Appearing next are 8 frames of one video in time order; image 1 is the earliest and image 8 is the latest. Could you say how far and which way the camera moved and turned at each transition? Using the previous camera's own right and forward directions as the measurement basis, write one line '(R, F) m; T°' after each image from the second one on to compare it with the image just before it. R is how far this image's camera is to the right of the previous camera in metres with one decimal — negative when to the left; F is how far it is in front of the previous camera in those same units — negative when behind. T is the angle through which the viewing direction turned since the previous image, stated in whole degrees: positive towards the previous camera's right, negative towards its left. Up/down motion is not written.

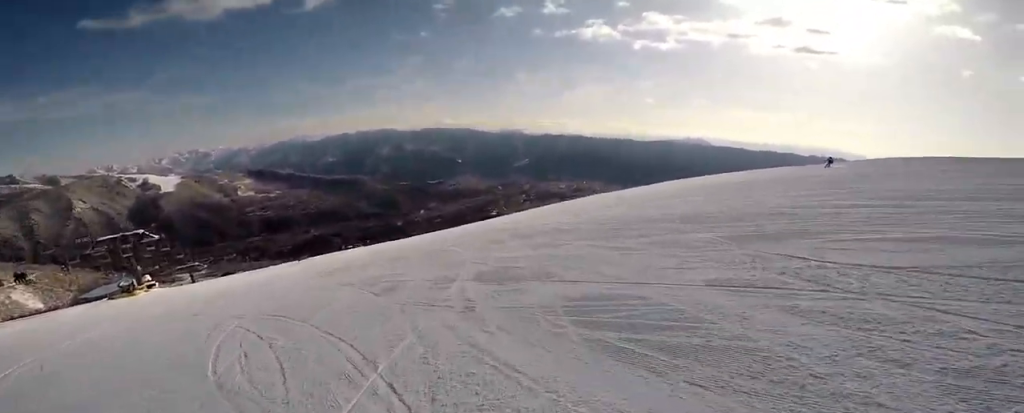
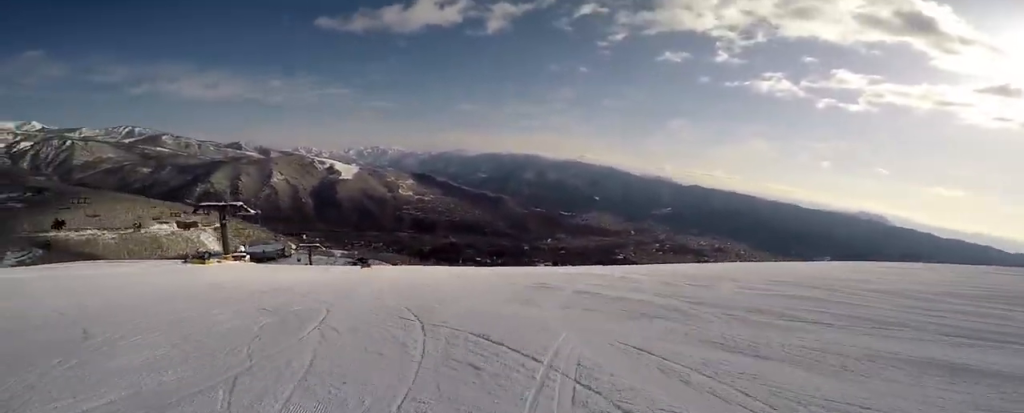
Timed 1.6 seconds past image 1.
(+1.7, +13.6) m; -17°
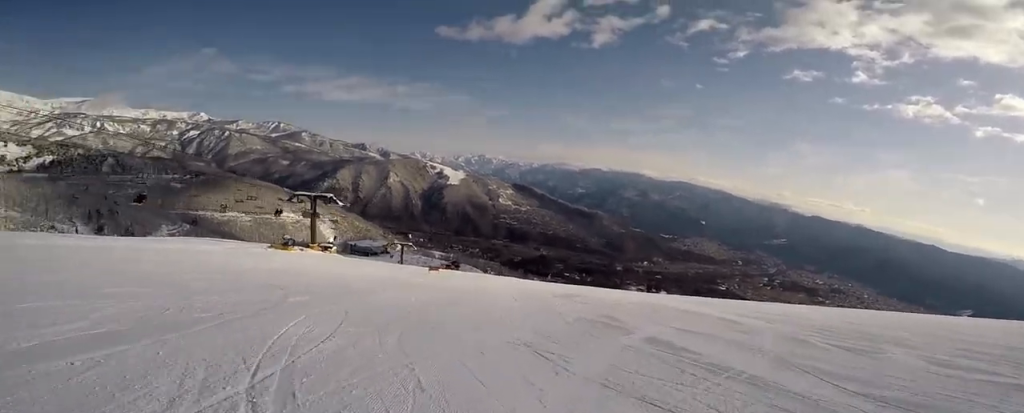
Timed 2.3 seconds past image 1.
(-2.2, +4.7) m; -17°
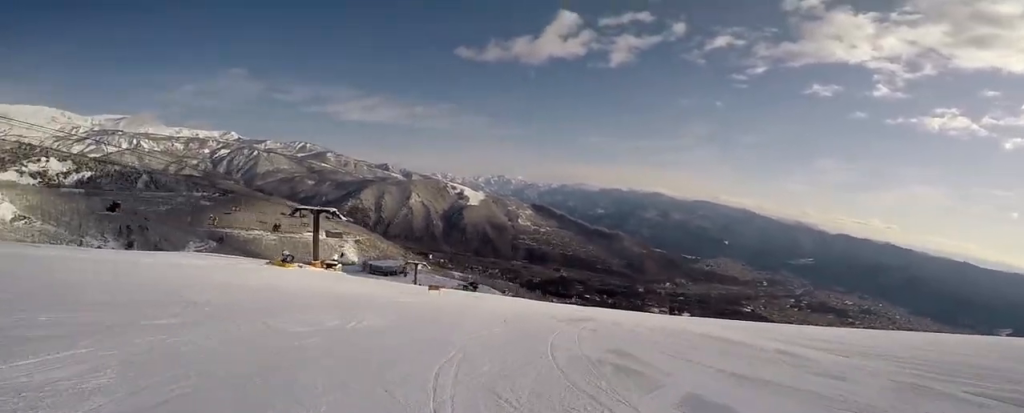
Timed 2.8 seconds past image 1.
(-0.6, +3.8) m; -12°
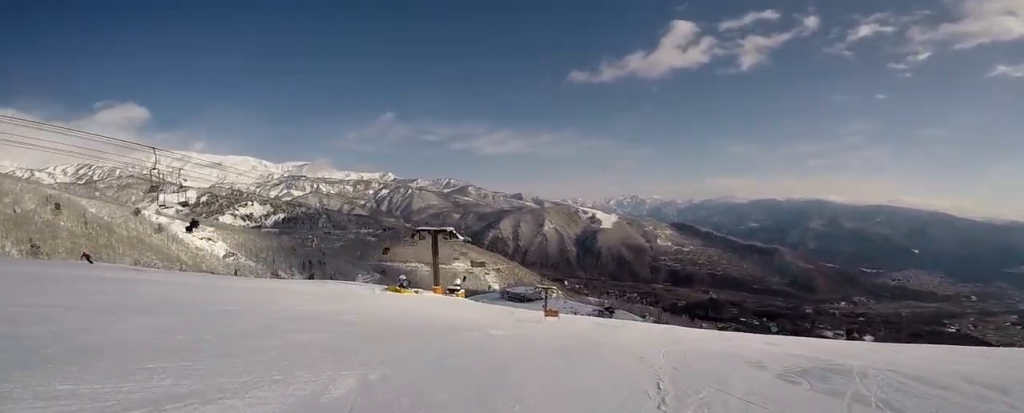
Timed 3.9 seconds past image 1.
(-0.7, +8.3) m; -18°
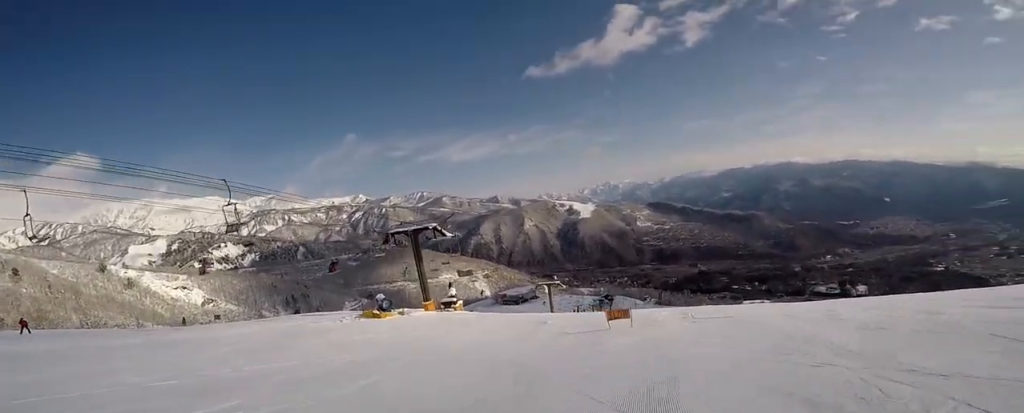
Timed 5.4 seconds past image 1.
(-2.0, +11.4) m; +2°
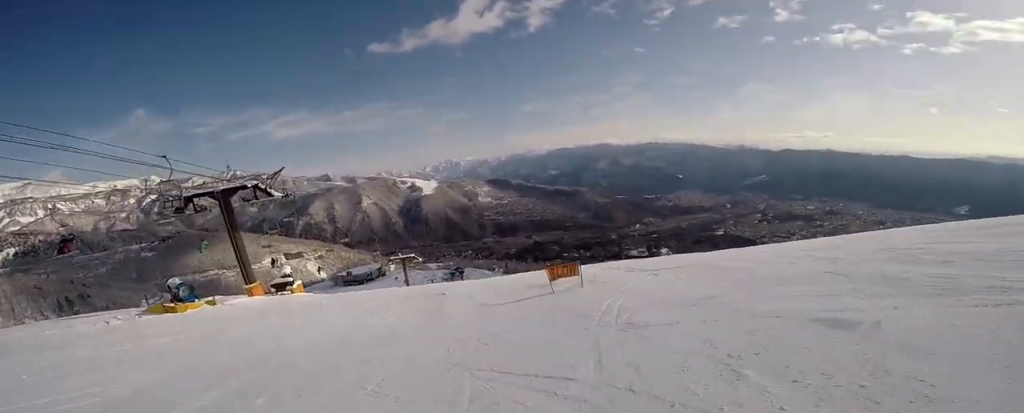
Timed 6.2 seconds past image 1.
(+0.9, +6.0) m; +16°
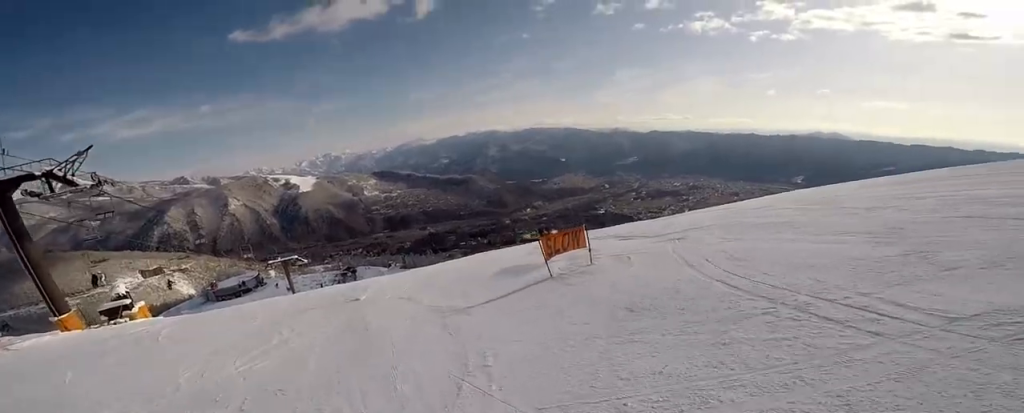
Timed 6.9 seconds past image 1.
(+0.5, +4.4) m; +14°
